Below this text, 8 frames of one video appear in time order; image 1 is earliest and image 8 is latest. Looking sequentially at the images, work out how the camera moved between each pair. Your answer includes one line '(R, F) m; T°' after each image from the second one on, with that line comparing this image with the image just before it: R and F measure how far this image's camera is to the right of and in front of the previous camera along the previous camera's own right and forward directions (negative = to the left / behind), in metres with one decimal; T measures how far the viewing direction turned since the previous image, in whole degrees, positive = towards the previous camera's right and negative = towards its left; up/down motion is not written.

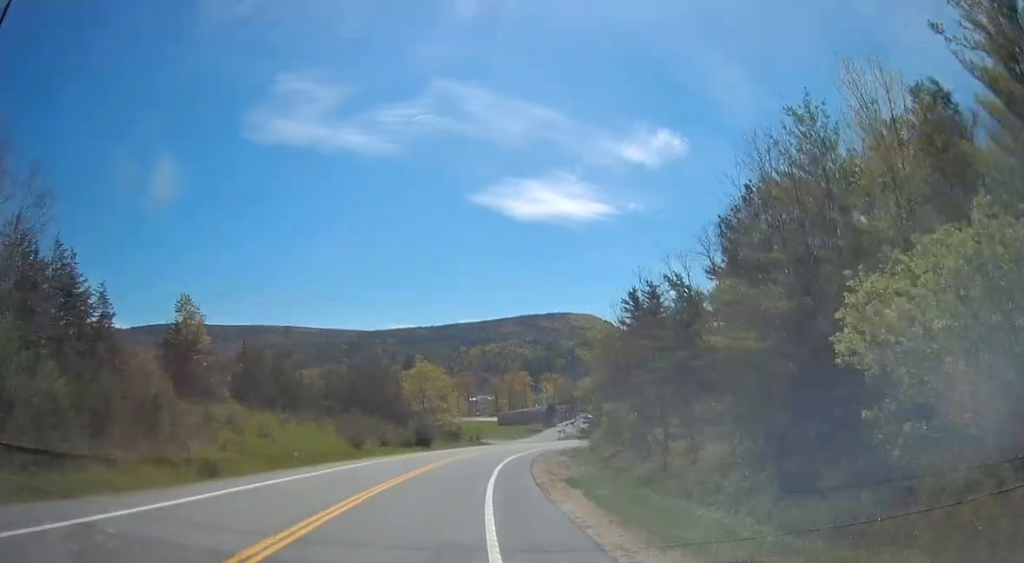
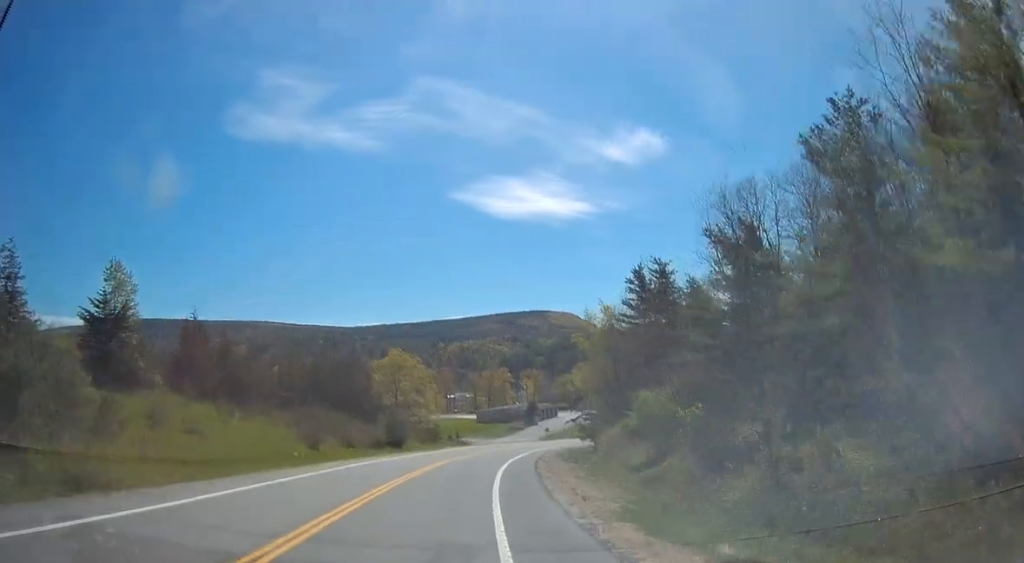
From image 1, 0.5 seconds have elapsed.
(+0.3, +10.8) m; +2°
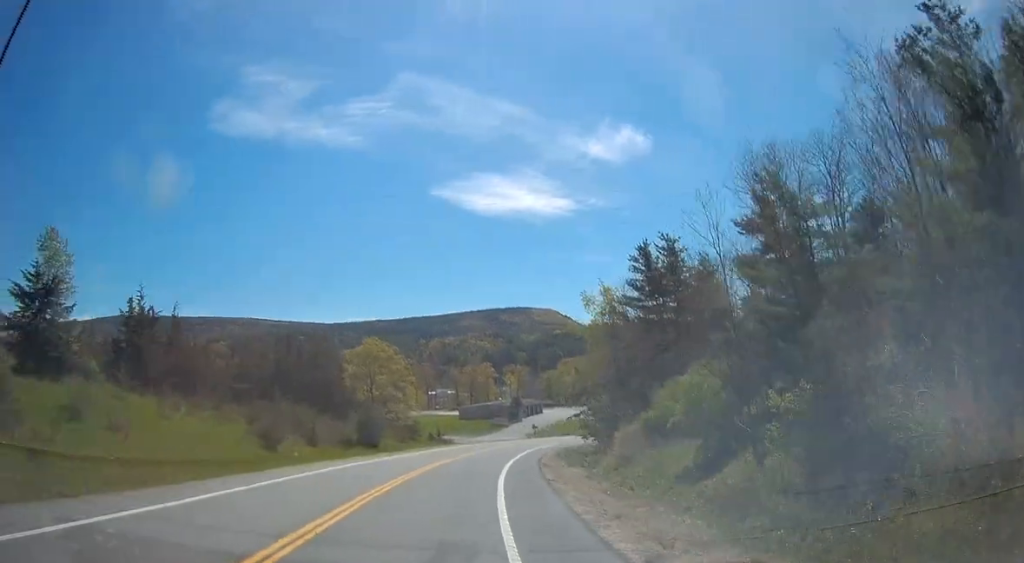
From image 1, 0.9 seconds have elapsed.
(+0.1, +8.1) m; +1°
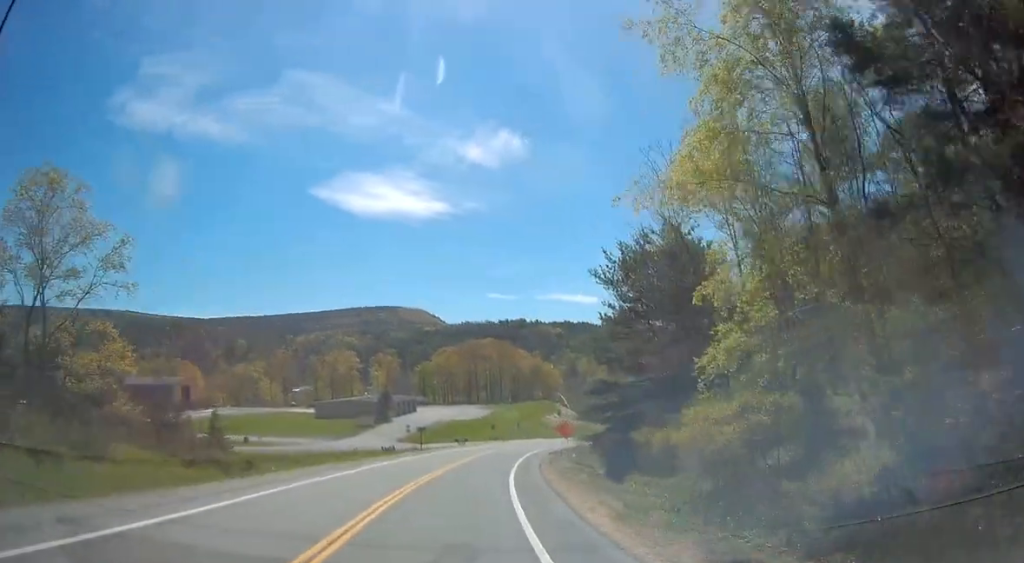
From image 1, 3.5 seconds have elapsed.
(+4.2, +51.5) m; +11°
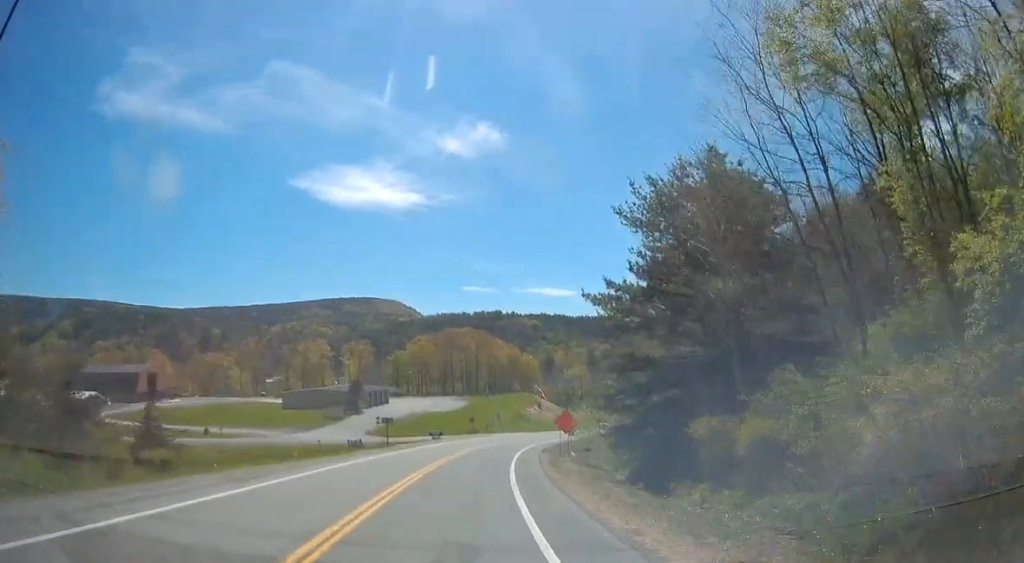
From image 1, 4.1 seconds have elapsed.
(+0.4, +10.3) m; +3°
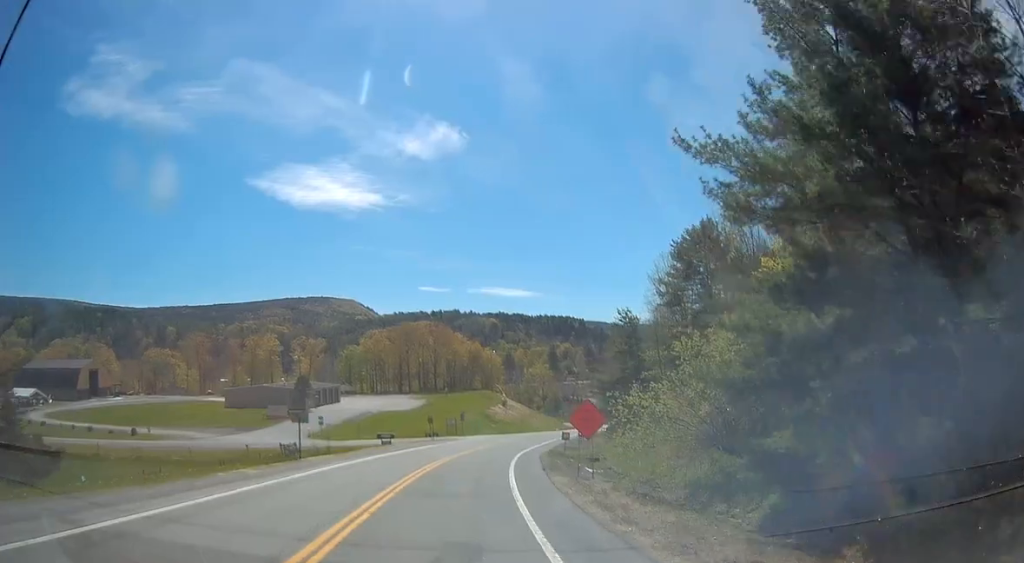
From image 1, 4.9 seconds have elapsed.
(+0.6, +16.8) m; +4°
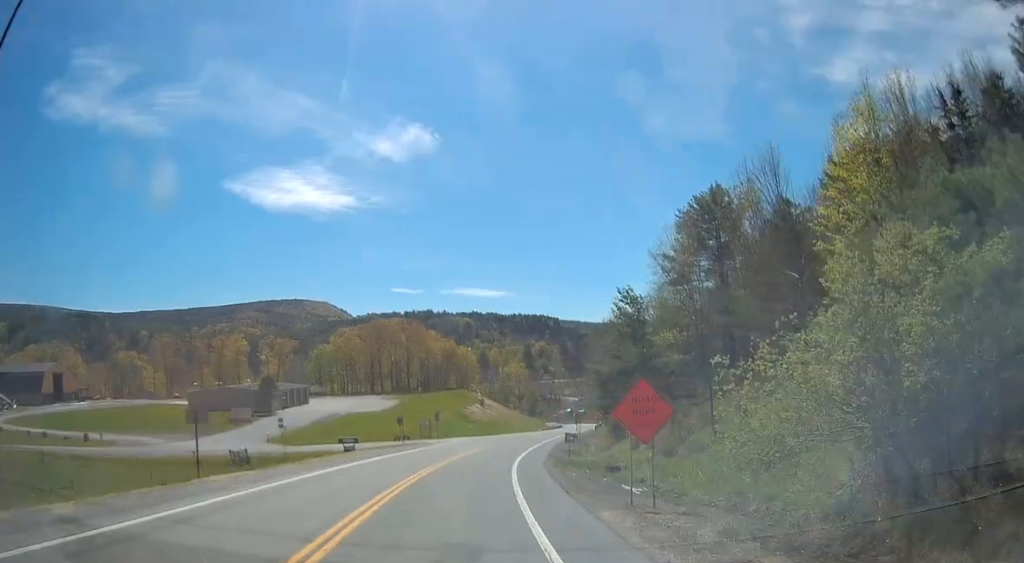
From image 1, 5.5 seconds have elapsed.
(+0.1, +10.4) m; +3°
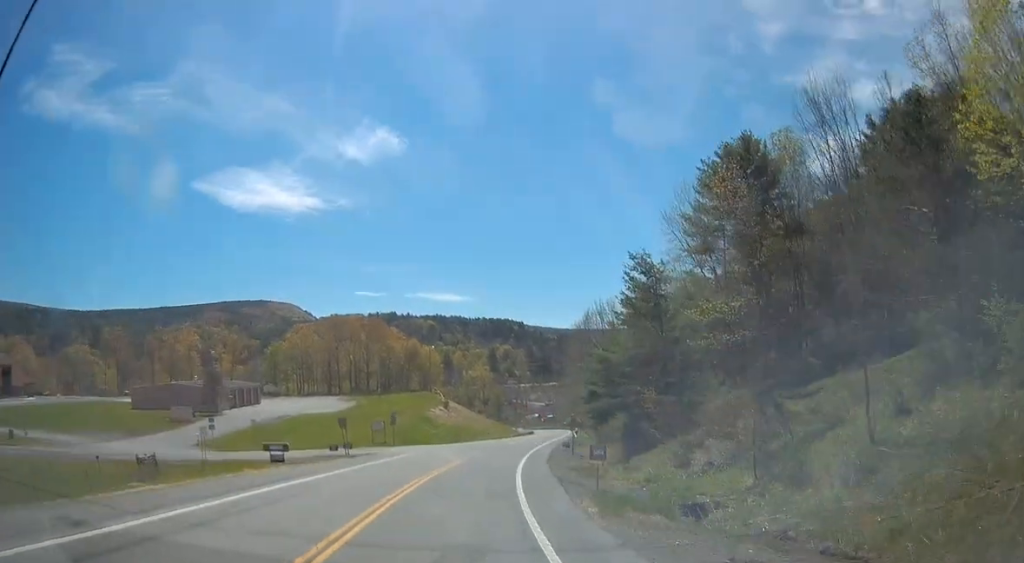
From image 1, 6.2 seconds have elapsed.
(+0.6, +14.7) m; +4°
